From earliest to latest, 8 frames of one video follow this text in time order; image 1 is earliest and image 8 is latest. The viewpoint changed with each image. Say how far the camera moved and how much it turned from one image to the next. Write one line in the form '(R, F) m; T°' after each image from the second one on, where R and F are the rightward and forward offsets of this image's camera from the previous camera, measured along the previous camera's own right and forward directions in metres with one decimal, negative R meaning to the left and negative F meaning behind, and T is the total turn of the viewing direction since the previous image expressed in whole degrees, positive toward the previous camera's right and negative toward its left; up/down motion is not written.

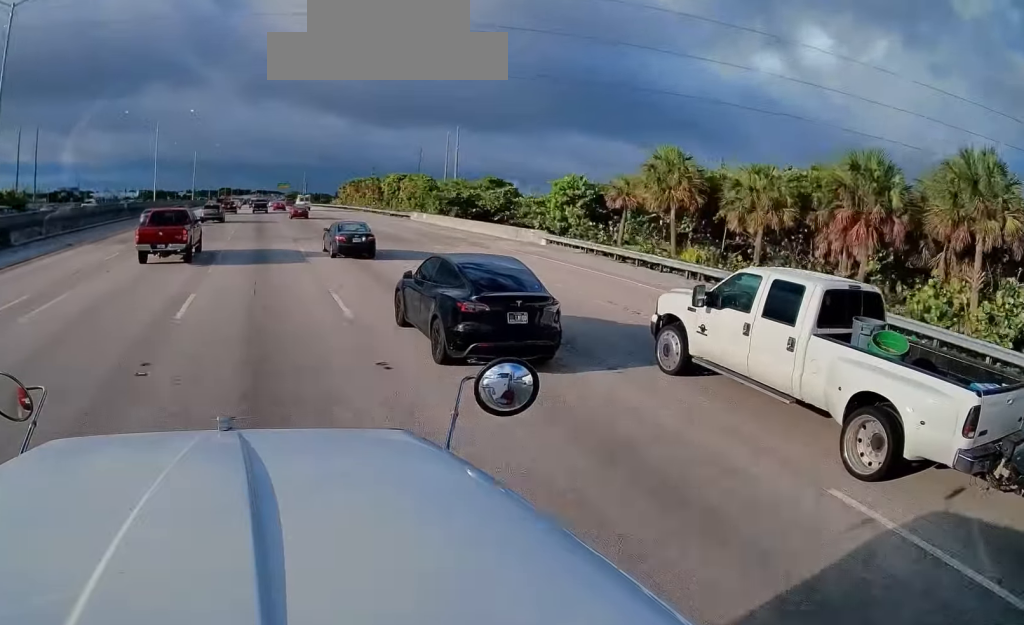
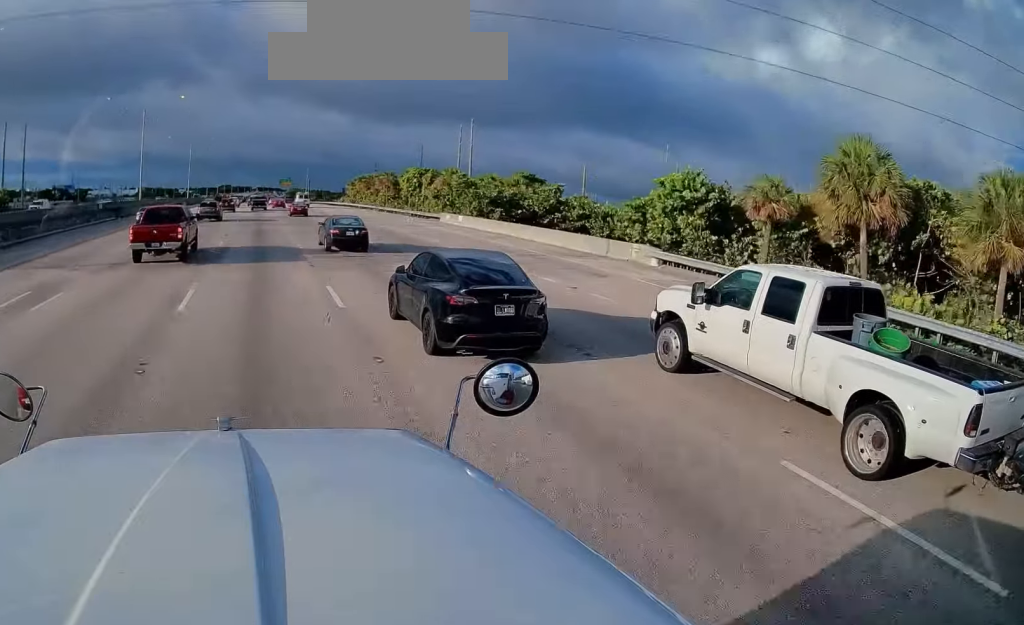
(+0.4, +12.4) m; +2°
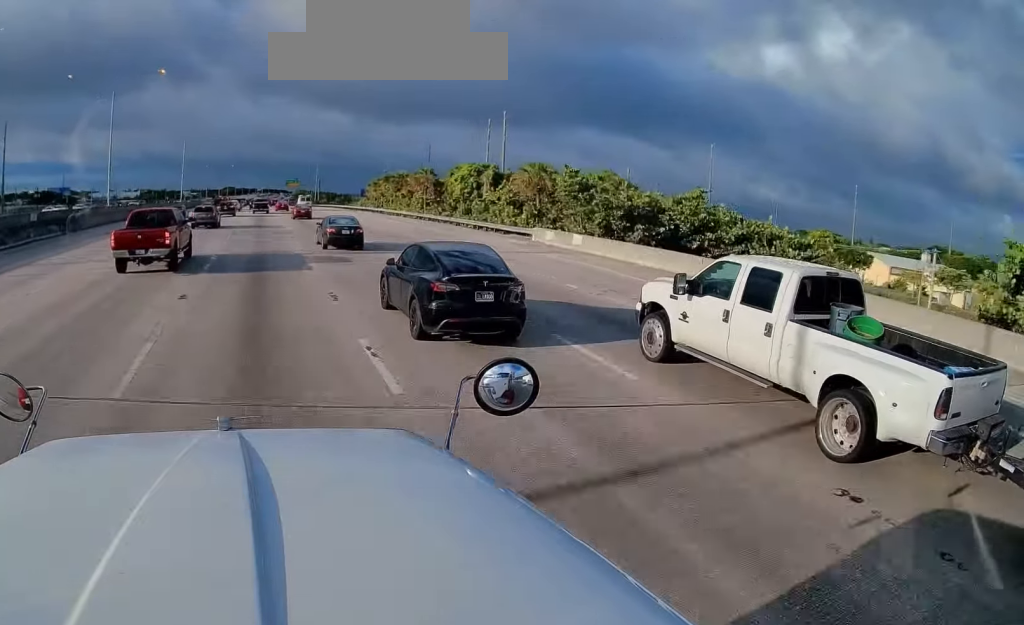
(0.0, +19.3) m; 0°
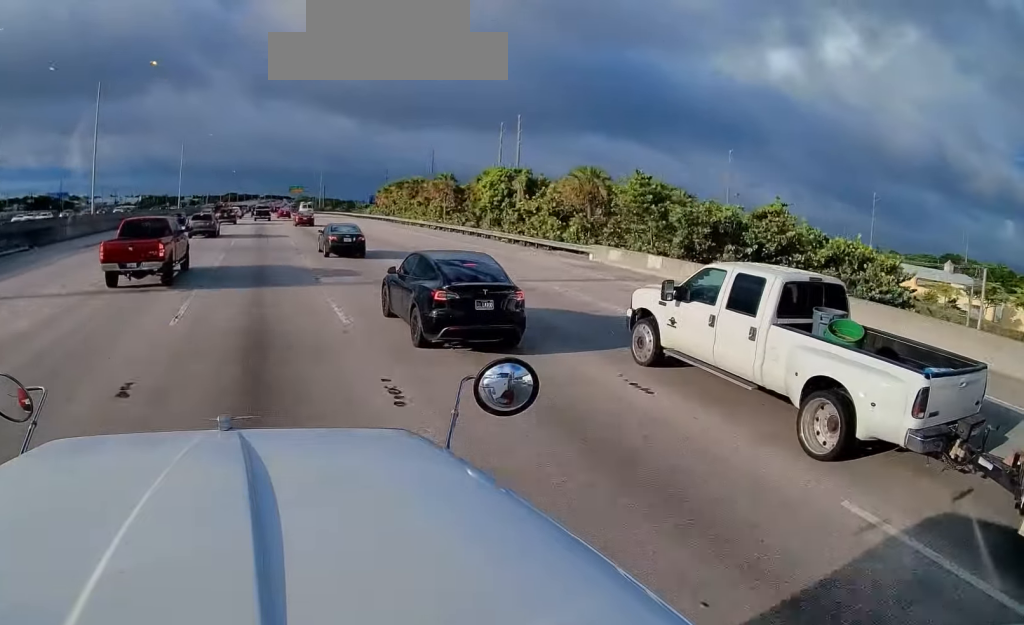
(0.0, +7.0) m; 0°
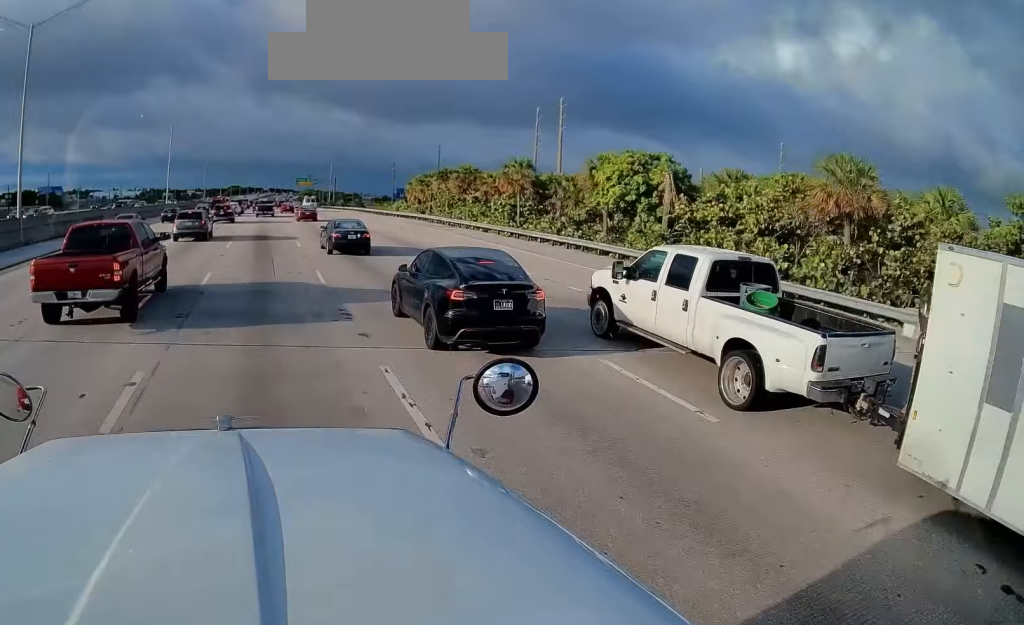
(-0.1, +18.8) m; -3°
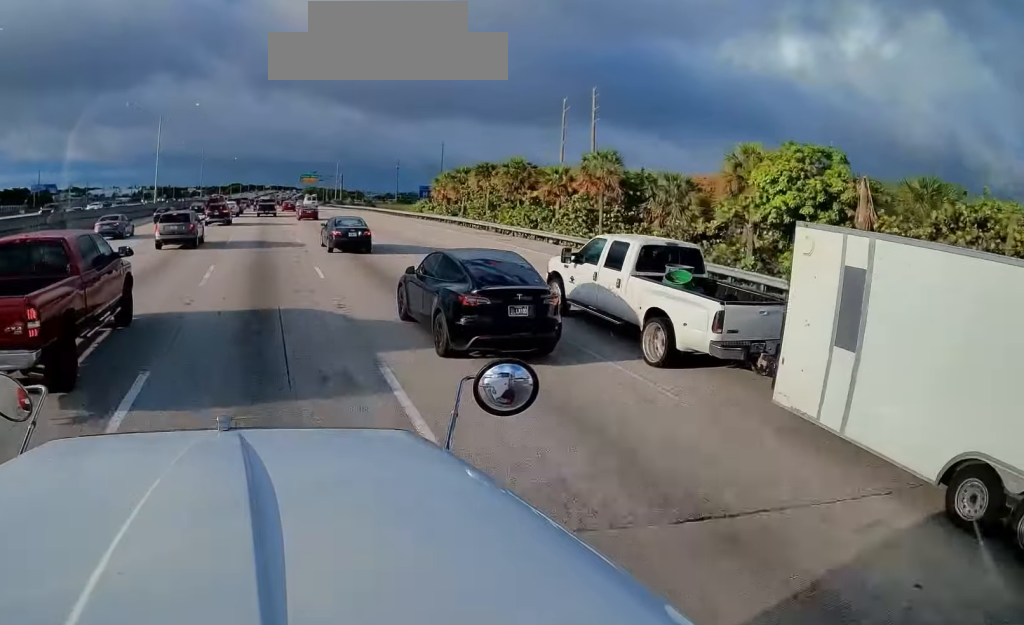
(-0.5, +11.6) m; 0°
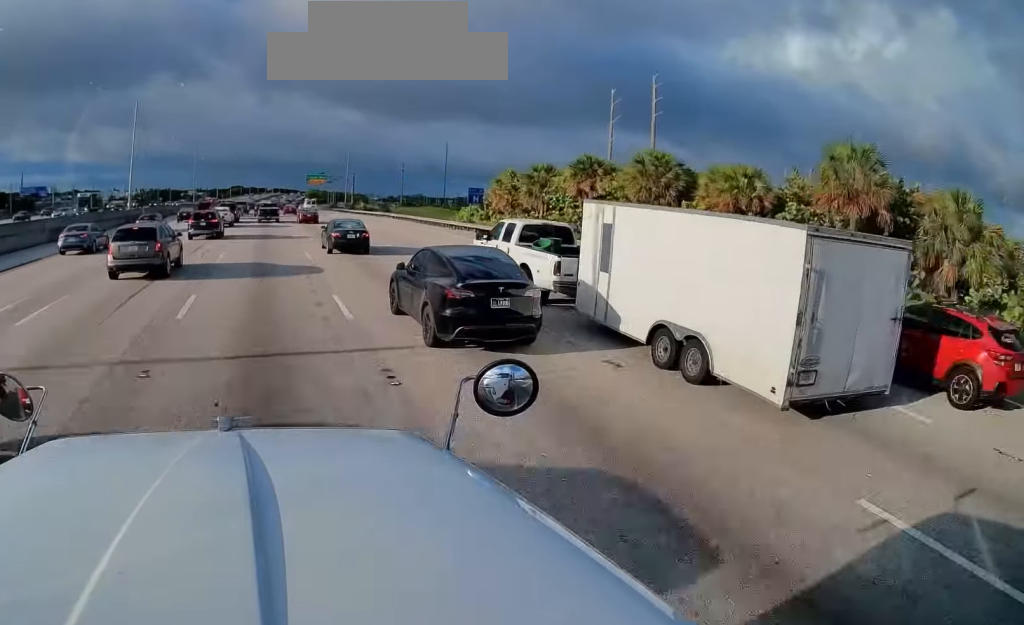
(+0.6, +18.2) m; +2°
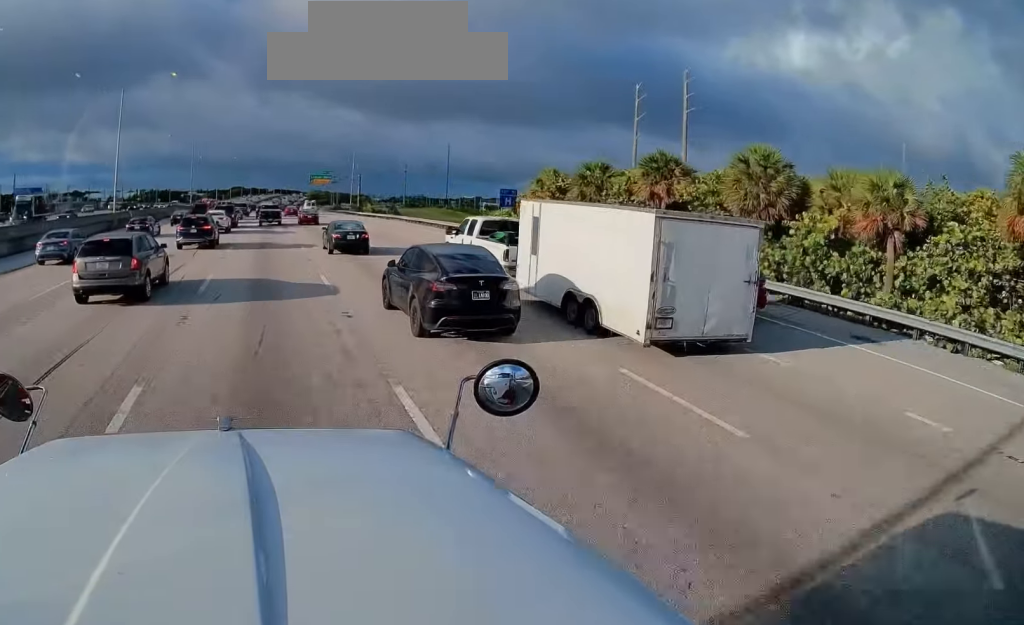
(-0.3, +7.5) m; 0°
